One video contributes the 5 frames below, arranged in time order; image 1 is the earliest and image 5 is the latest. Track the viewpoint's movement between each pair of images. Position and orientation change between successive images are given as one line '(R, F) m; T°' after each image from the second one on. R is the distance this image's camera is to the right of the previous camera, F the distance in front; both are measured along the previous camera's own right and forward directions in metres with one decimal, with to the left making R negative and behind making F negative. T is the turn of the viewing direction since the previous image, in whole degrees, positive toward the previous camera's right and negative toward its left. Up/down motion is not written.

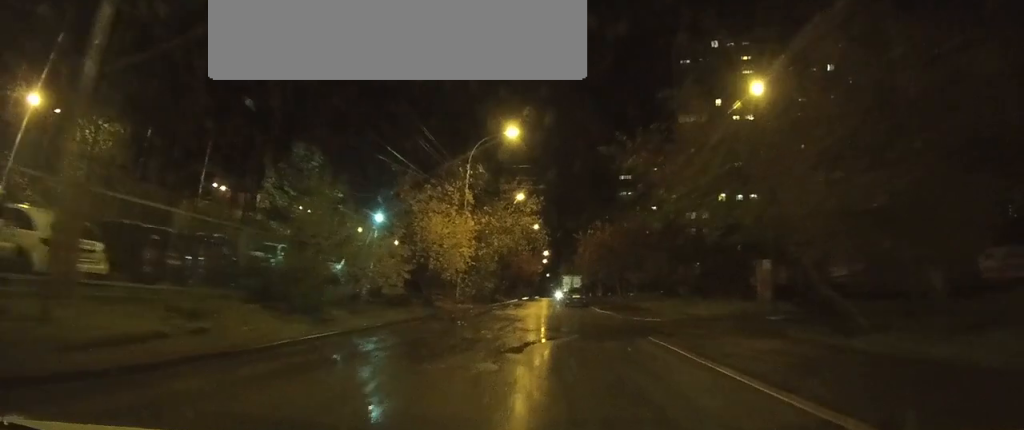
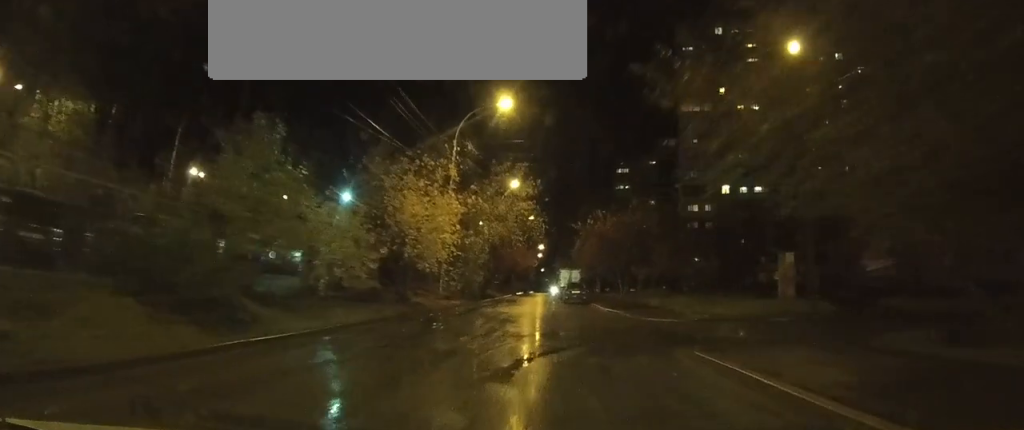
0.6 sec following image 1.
(-0.1, +3.6) m; +1°
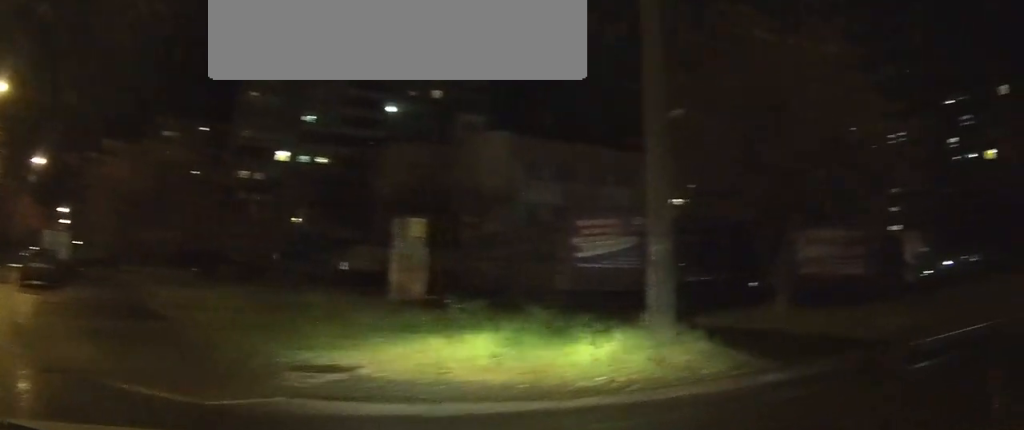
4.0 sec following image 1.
(+4.0, +14.8) m; +55°
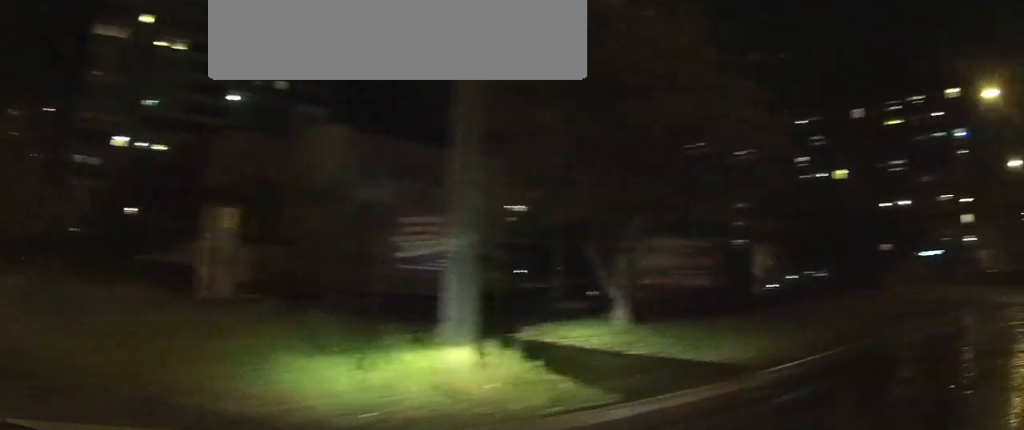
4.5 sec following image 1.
(+0.2, +1.8) m; +19°
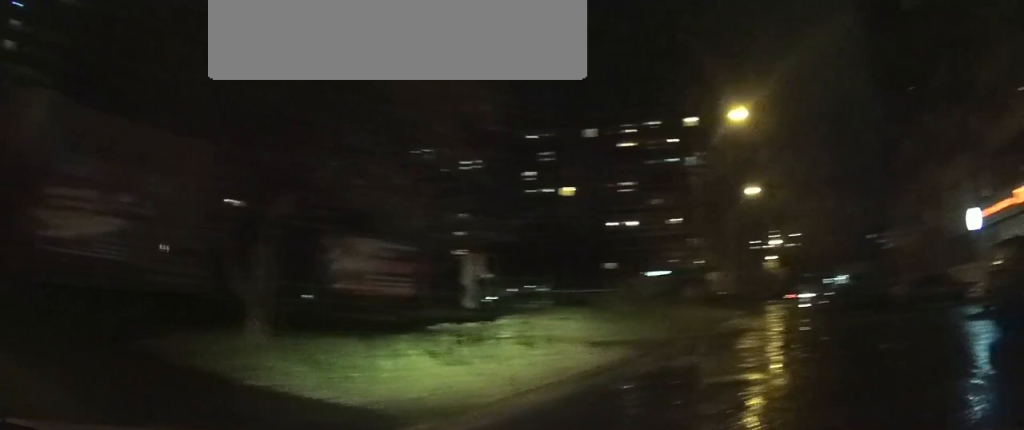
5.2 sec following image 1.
(+0.7, +2.9) m; +17°
